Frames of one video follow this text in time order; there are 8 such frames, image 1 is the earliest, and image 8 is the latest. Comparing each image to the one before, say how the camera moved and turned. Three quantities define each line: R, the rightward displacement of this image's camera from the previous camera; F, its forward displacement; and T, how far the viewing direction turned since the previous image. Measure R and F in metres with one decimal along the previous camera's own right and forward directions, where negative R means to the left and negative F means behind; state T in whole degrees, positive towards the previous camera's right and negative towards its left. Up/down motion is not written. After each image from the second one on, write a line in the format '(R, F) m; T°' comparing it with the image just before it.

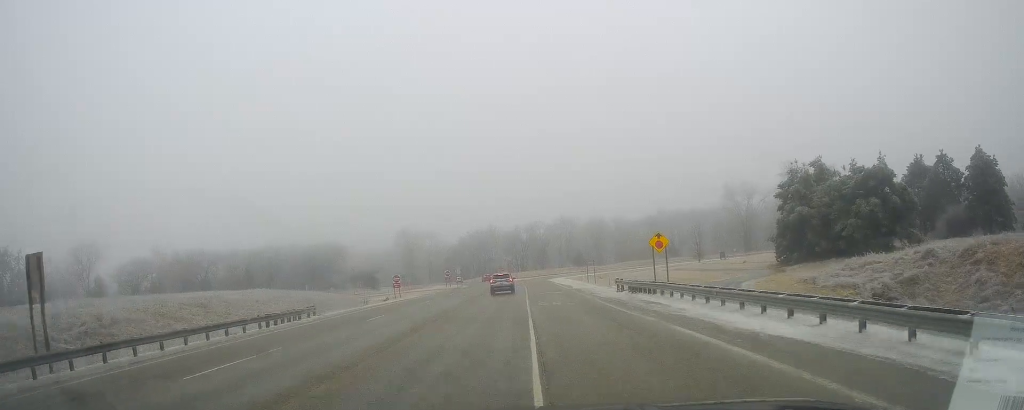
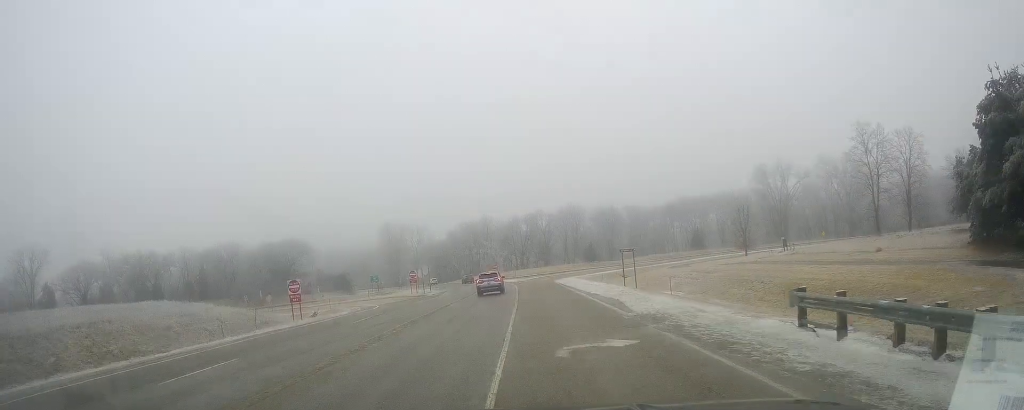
(0.0, +31.2) m; 0°
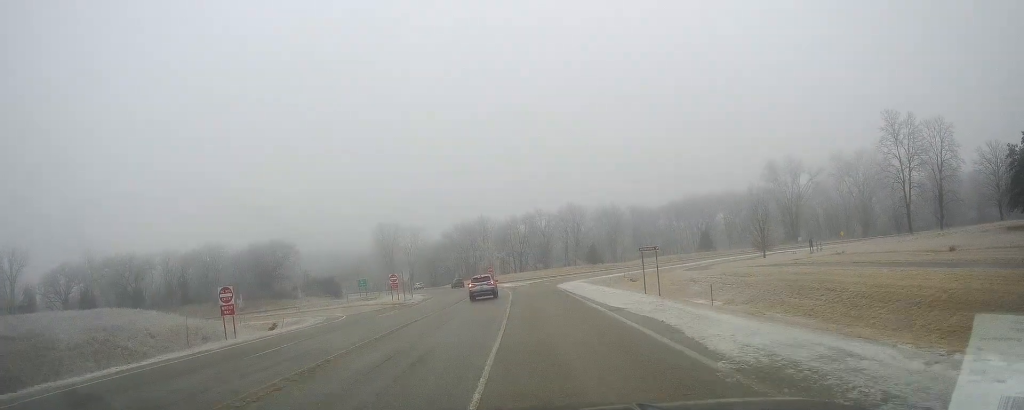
(+0.1, +9.6) m; +1°
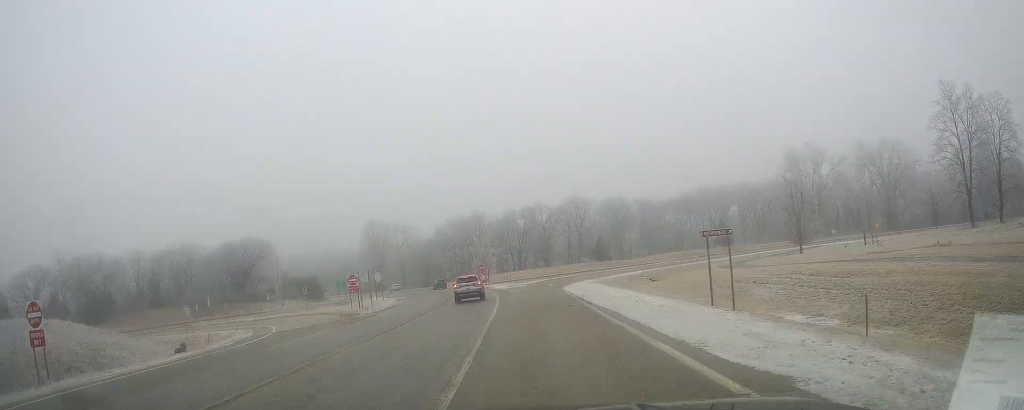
(+0.2, +15.1) m; +1°
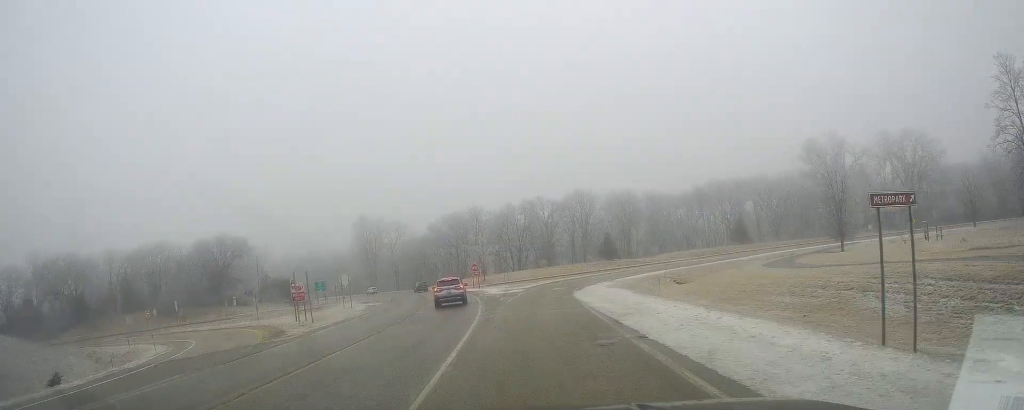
(+0.1, +13.0) m; -1°
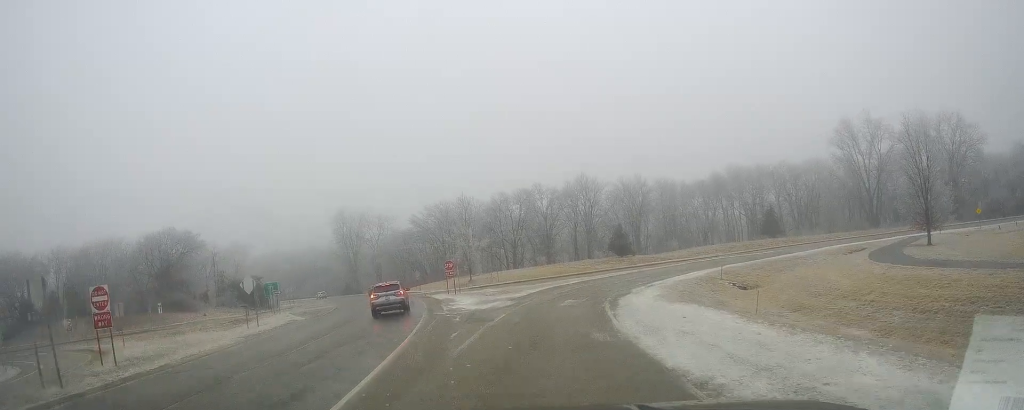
(-0.4, +20.9) m; 0°
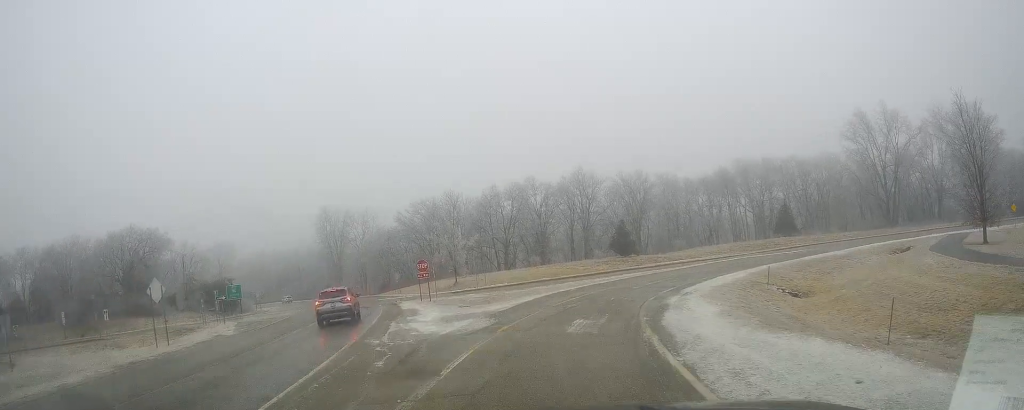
(+0.1, +10.7) m; +1°
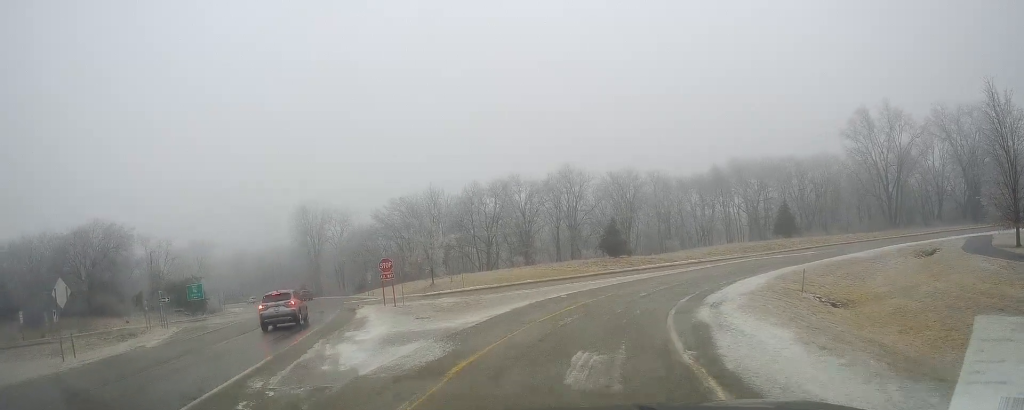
(+0.3, +6.9) m; 0°
